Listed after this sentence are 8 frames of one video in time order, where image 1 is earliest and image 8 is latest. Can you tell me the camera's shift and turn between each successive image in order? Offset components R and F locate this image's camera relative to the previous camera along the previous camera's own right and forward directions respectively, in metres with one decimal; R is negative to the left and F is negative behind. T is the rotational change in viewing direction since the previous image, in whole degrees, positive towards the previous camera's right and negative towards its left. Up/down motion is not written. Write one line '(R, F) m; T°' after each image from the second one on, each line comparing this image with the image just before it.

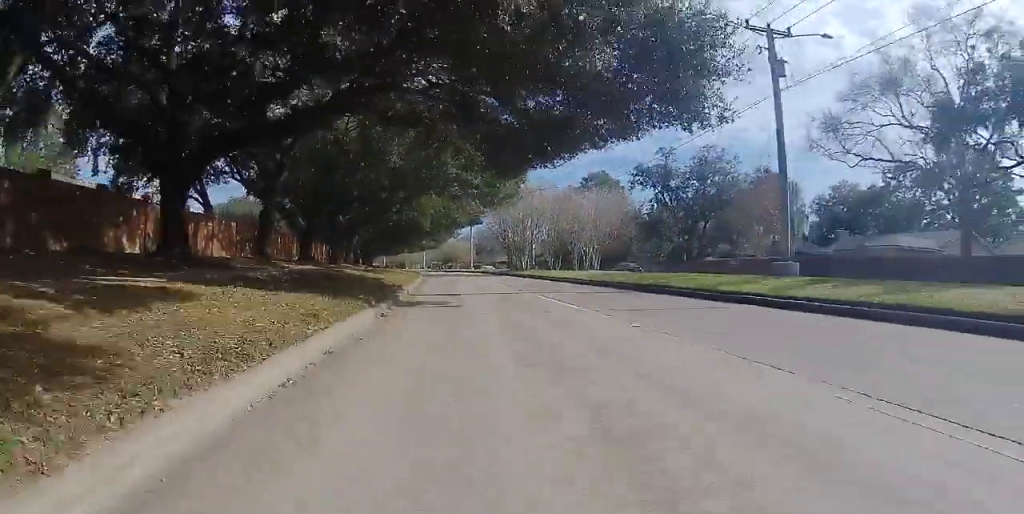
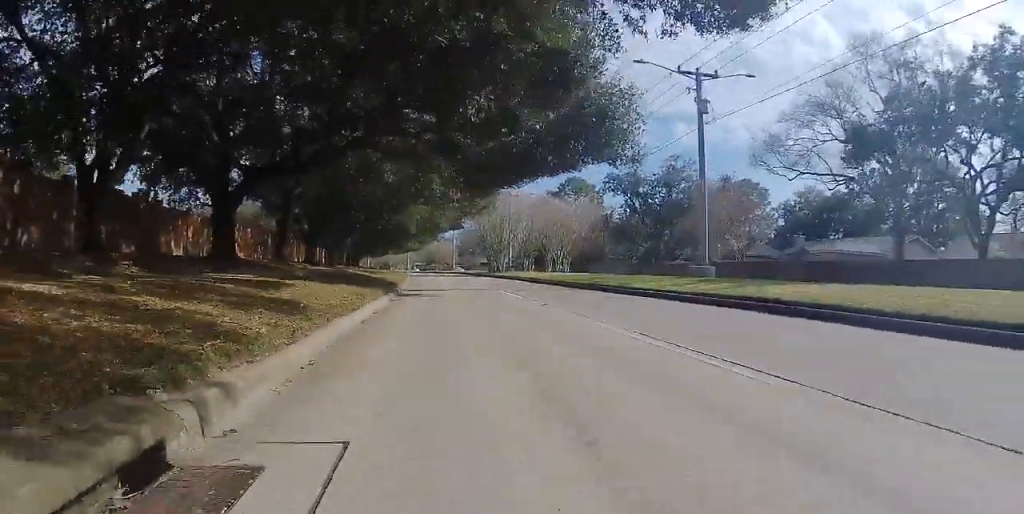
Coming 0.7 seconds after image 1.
(+0.1, +5.4) m; +1°
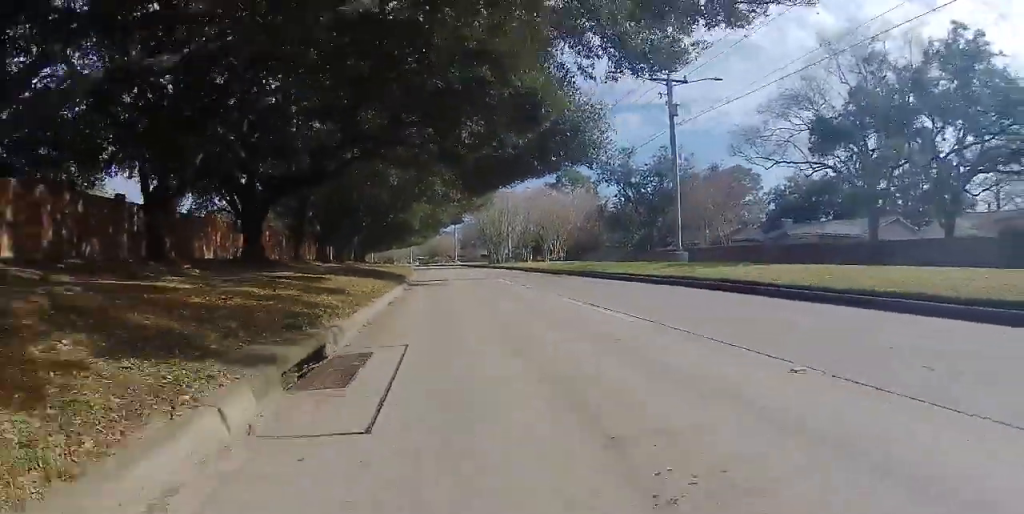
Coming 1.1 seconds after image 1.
(+0.1, +3.3) m; +1°
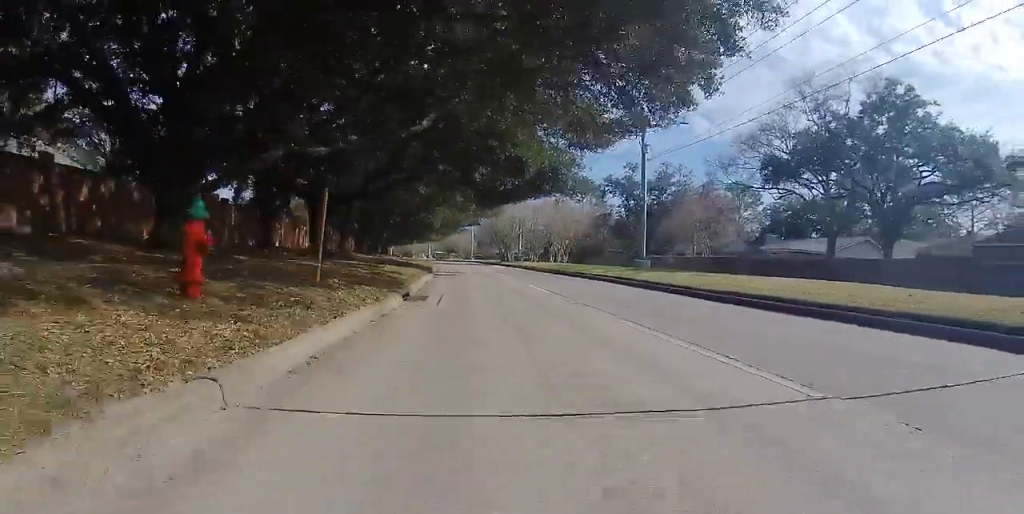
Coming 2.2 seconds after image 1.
(0.0, +8.3) m; 0°
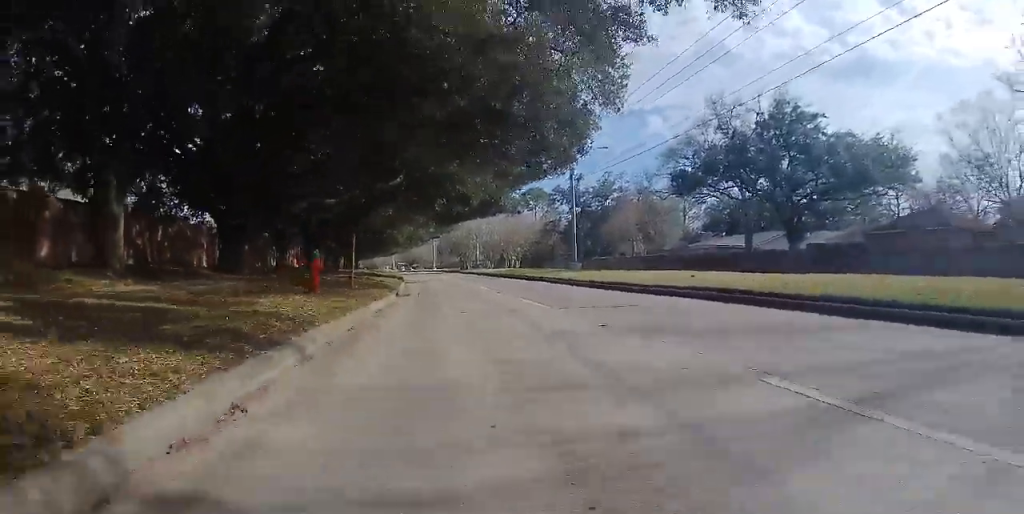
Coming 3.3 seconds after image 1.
(-0.1, +8.2) m; -2°
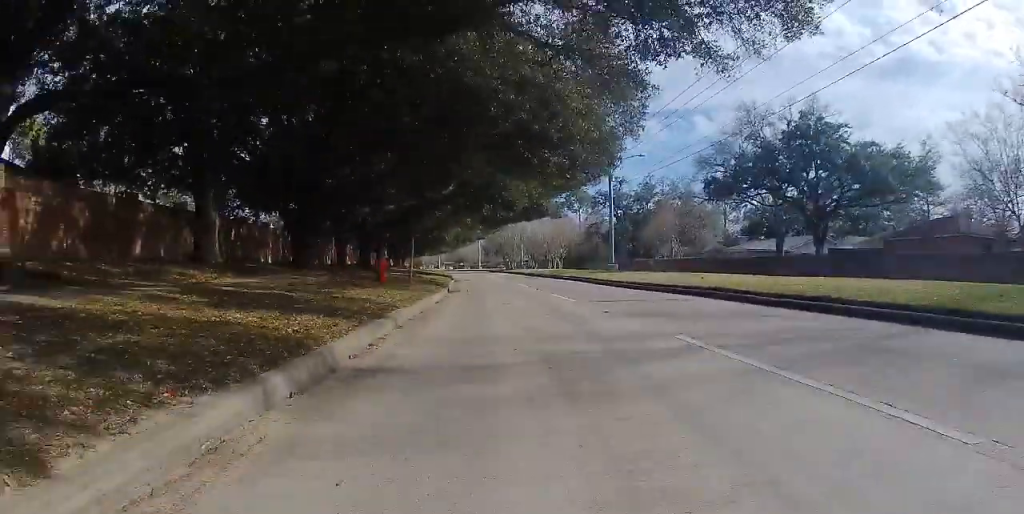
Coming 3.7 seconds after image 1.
(-0.1, +2.9) m; +1°
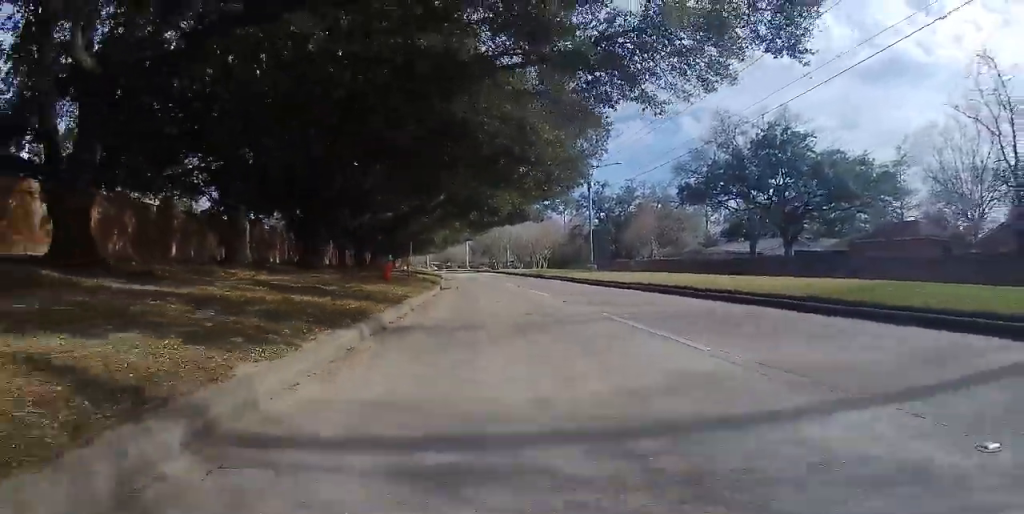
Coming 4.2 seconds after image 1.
(-0.2, +3.4) m; +1°
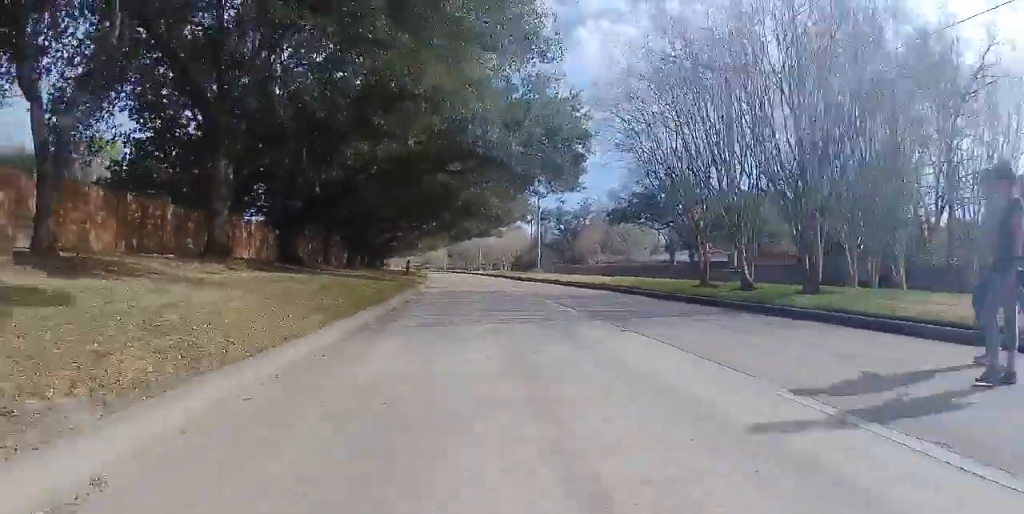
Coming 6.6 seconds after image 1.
(+0.6, +17.6) m; 0°
